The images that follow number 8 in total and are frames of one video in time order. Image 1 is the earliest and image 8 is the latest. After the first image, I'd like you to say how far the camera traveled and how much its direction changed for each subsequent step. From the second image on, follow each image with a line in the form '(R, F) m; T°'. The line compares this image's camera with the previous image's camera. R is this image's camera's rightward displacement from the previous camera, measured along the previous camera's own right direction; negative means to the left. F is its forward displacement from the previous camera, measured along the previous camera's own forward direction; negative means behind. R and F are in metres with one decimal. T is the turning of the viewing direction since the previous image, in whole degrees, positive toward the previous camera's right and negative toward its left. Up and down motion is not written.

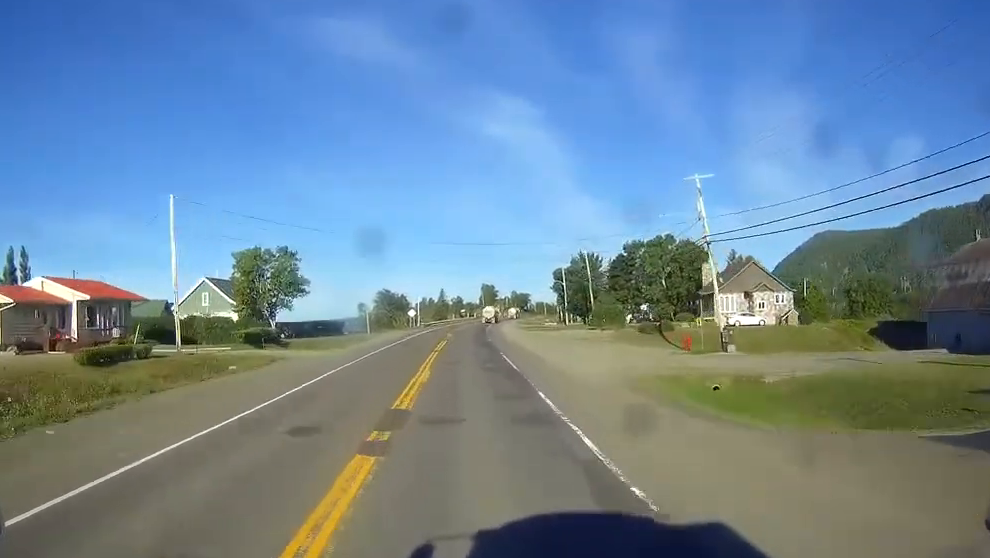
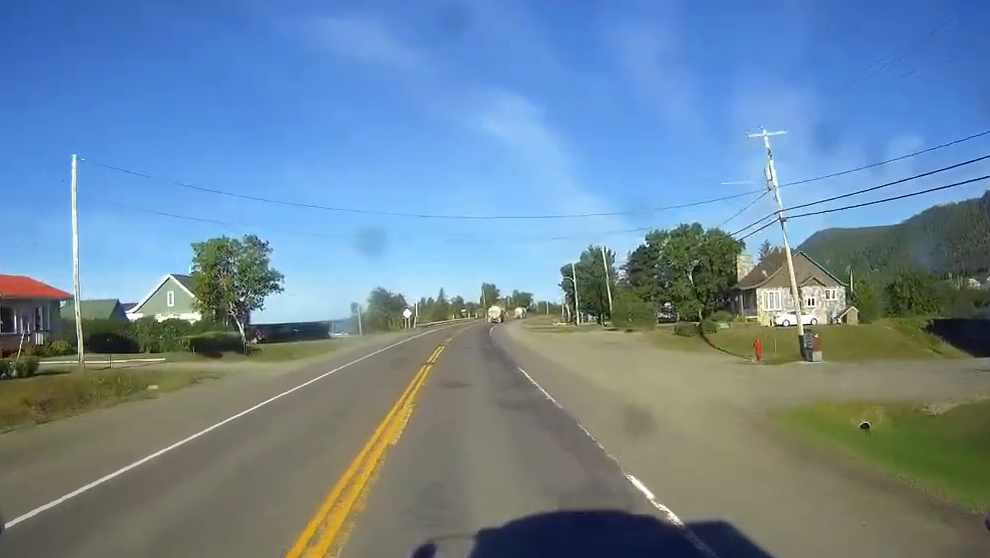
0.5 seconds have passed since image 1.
(0.0, +13.5) m; 0°
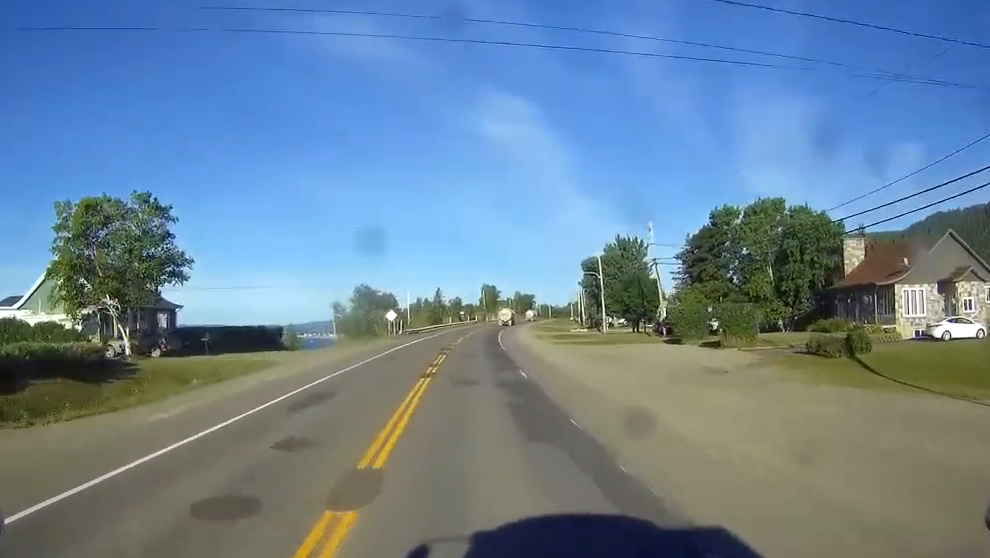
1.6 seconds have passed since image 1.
(-0.1, +27.2) m; 0°
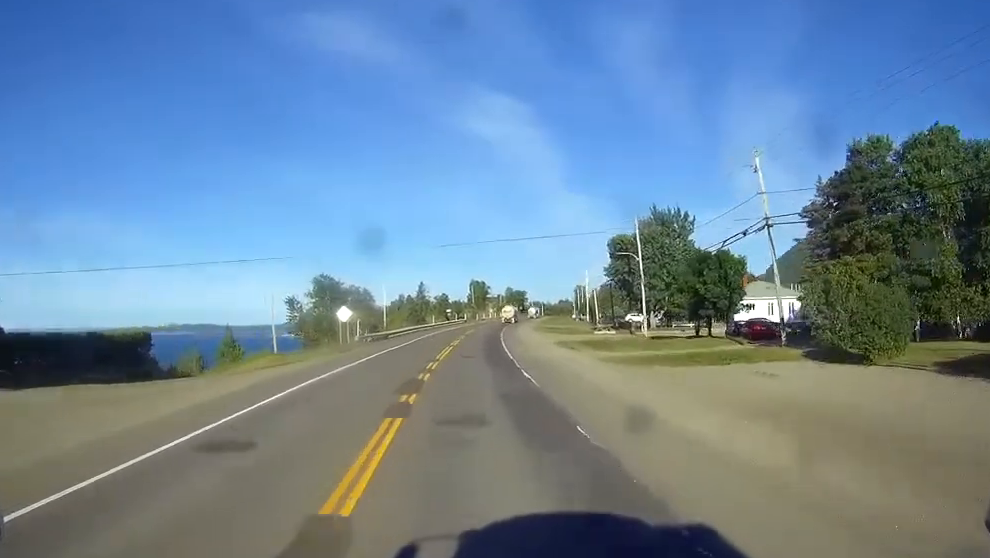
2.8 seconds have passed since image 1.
(0.0, +31.8) m; 0°
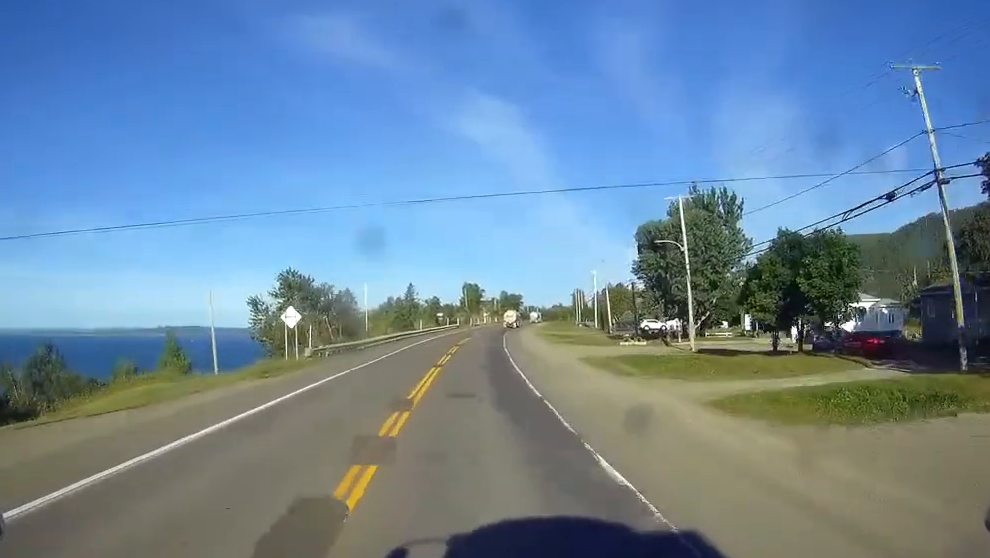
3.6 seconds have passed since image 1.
(0.0, +19.1) m; 0°
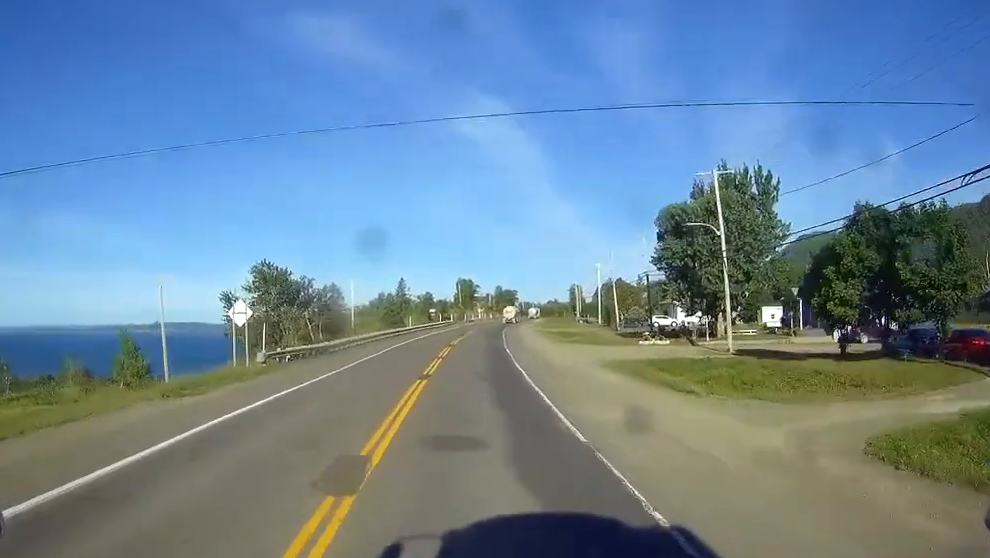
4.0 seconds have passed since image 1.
(0.0, +10.4) m; 0°
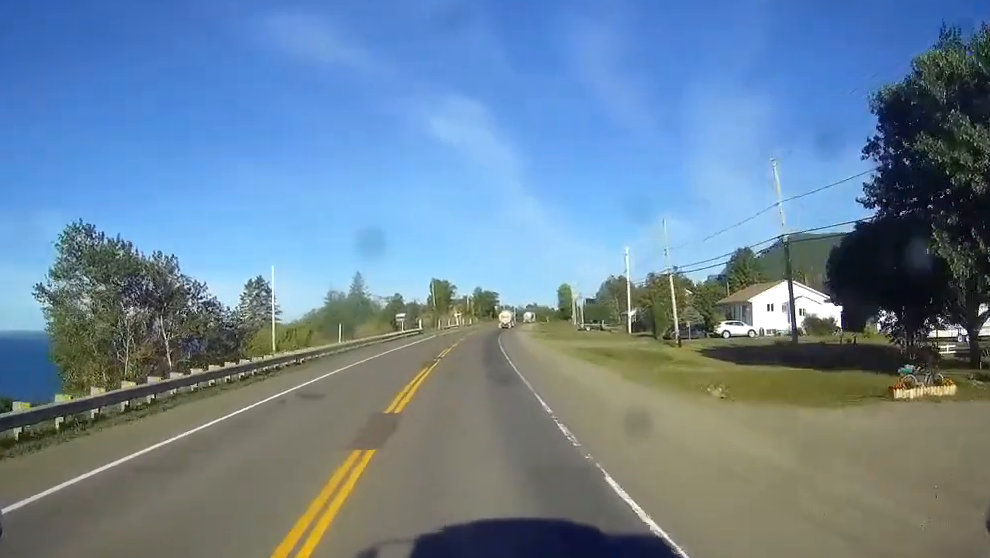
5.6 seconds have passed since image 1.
(+0.5, +42.0) m; +2°
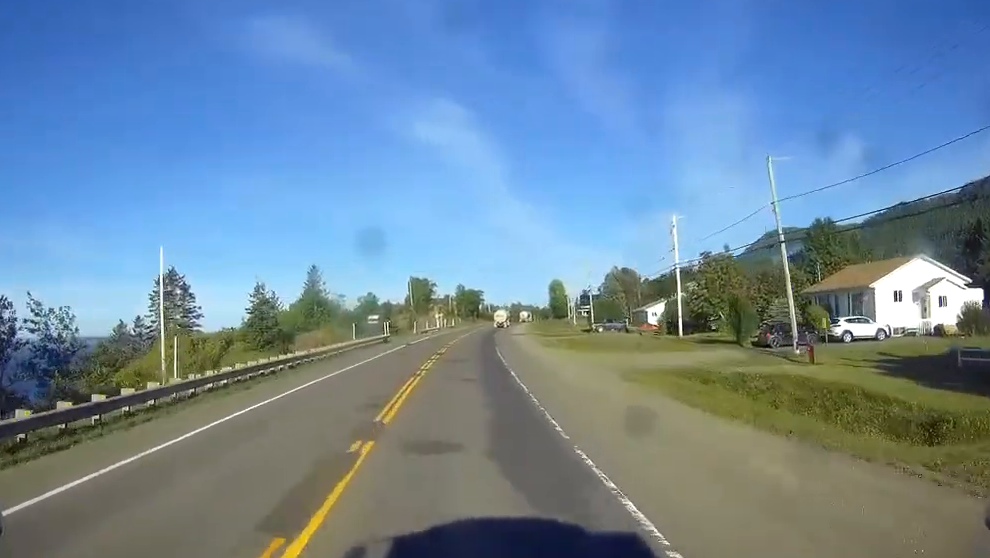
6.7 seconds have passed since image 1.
(+0.5, +29.9) m; +2°
